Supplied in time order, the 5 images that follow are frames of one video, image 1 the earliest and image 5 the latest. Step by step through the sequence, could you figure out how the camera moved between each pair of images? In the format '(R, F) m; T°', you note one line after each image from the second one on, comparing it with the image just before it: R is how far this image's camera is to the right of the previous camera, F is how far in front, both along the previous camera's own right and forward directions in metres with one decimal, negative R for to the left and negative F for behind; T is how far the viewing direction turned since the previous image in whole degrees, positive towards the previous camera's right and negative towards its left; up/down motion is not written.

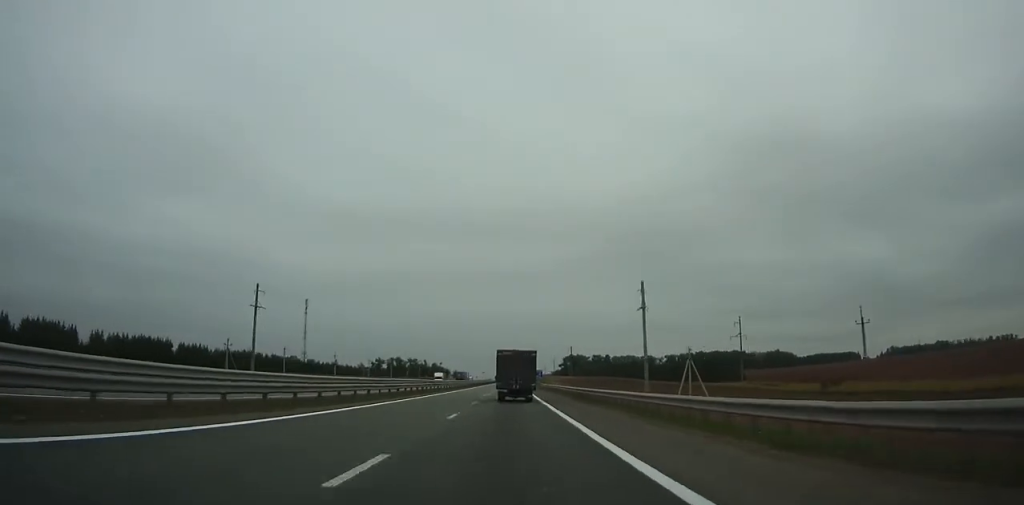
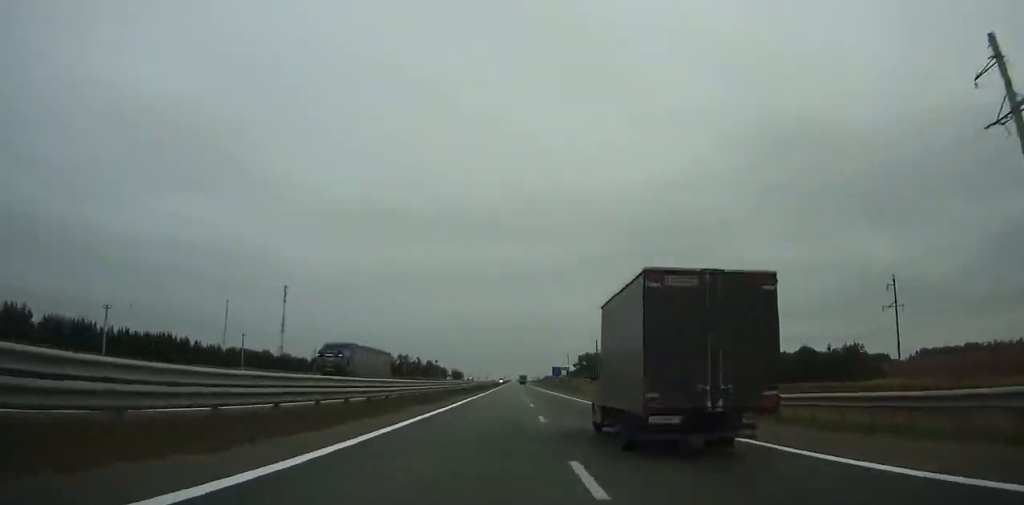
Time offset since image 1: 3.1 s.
(-0.9, +72.1) m; 0°
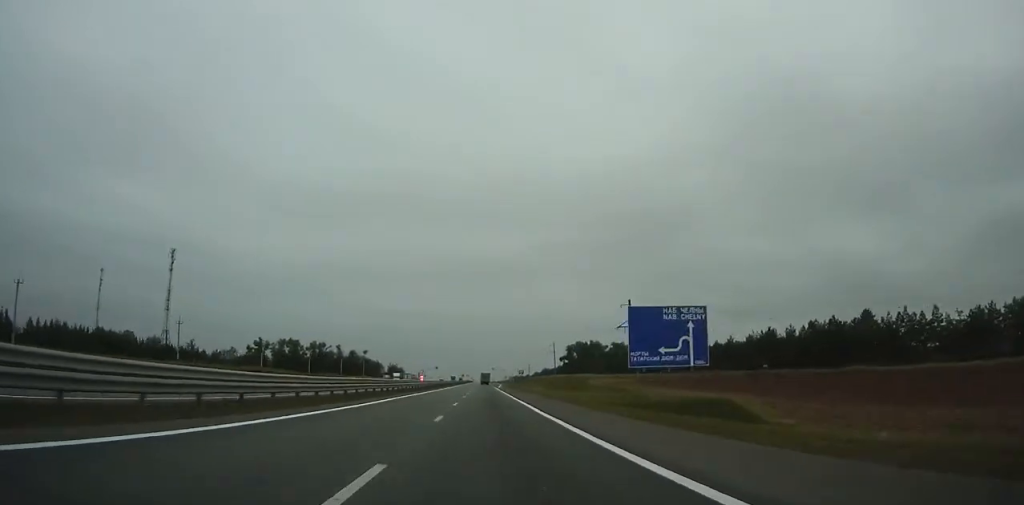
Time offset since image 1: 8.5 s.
(+3.2, +130.0) m; +2°
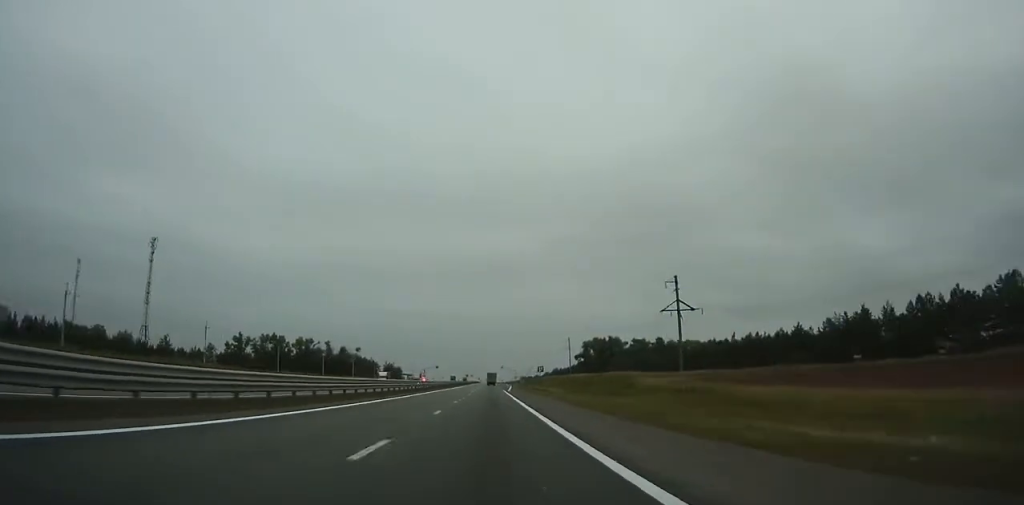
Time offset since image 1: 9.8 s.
(0.0, +31.8) m; 0°
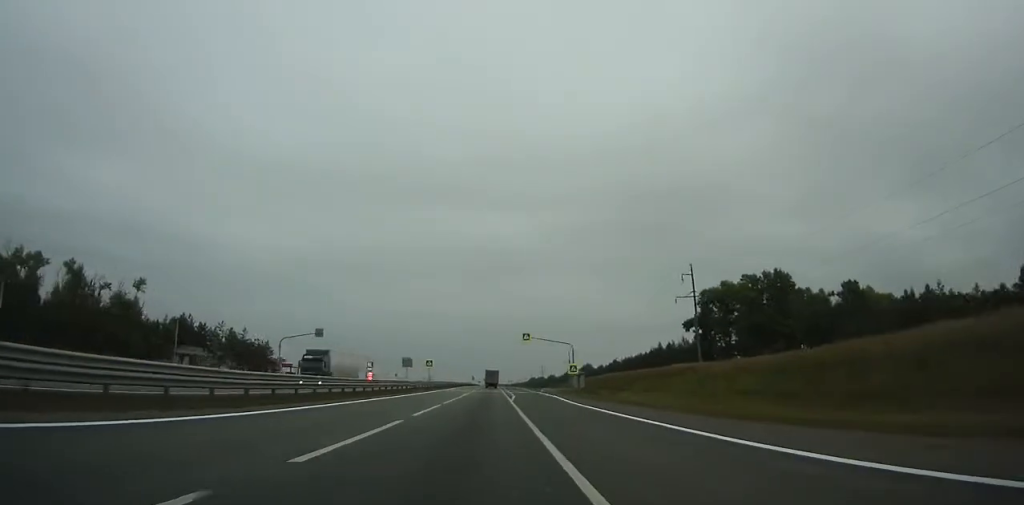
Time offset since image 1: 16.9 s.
(-1.5, +174.4) m; -1°
